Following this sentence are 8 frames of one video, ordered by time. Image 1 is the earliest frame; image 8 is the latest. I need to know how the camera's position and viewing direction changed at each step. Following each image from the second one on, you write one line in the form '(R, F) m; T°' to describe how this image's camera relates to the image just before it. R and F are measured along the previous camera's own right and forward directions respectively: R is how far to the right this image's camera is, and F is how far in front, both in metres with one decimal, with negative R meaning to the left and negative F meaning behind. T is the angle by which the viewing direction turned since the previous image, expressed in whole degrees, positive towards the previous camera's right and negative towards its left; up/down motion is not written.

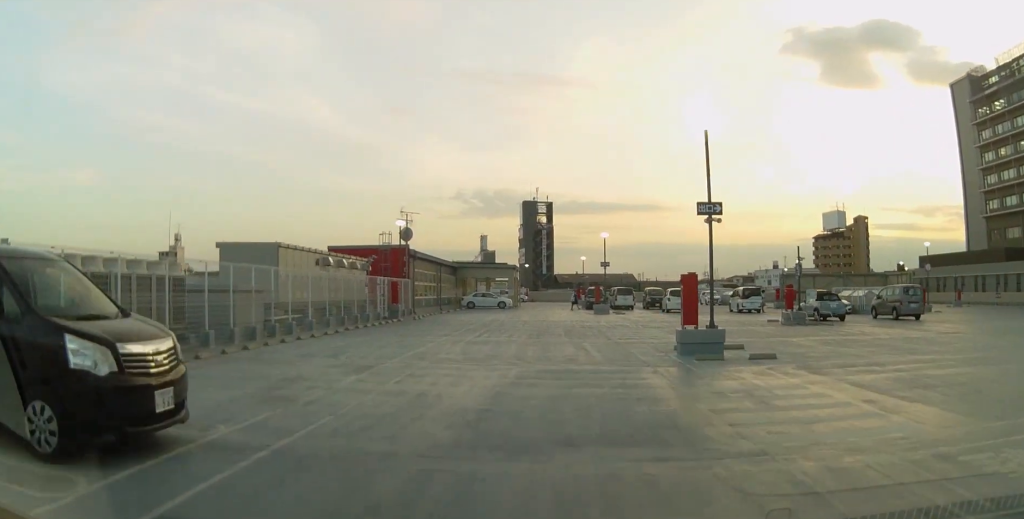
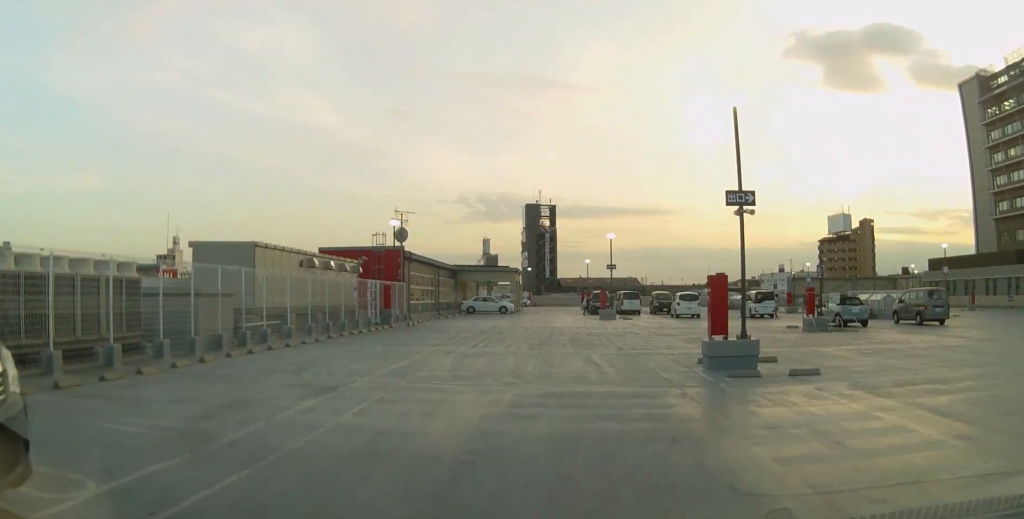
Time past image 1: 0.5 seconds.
(0.0, +2.6) m; -1°
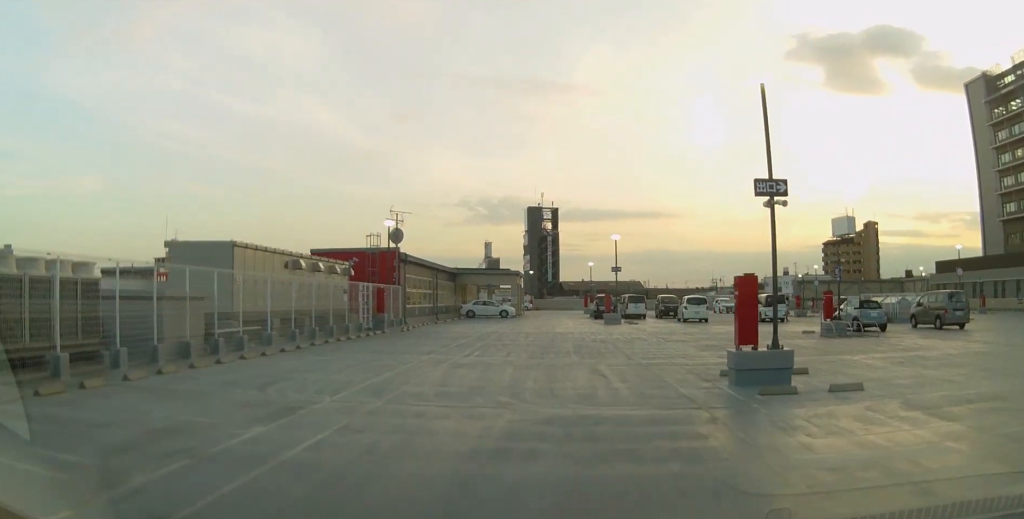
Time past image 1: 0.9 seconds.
(-0.1, +2.1) m; -2°
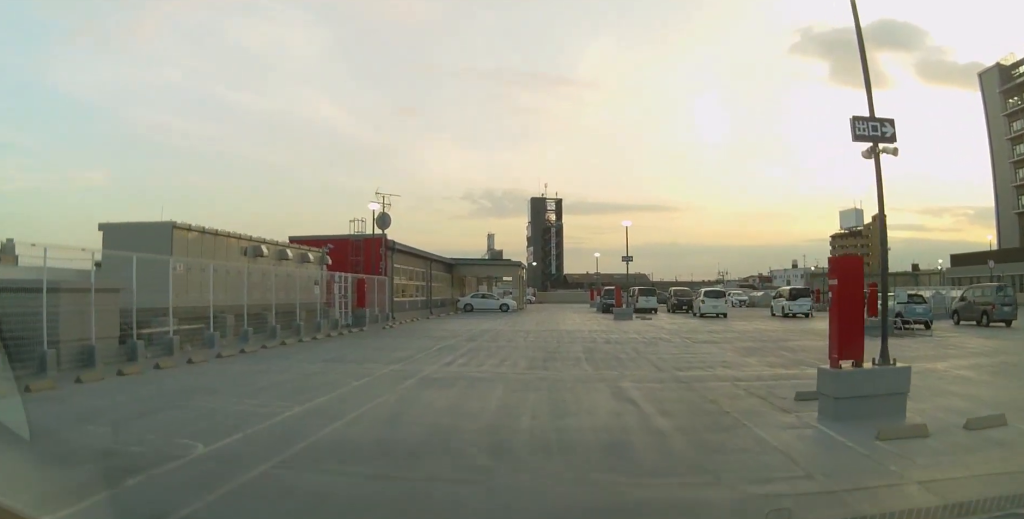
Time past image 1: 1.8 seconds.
(-0.2, +4.7) m; -3°
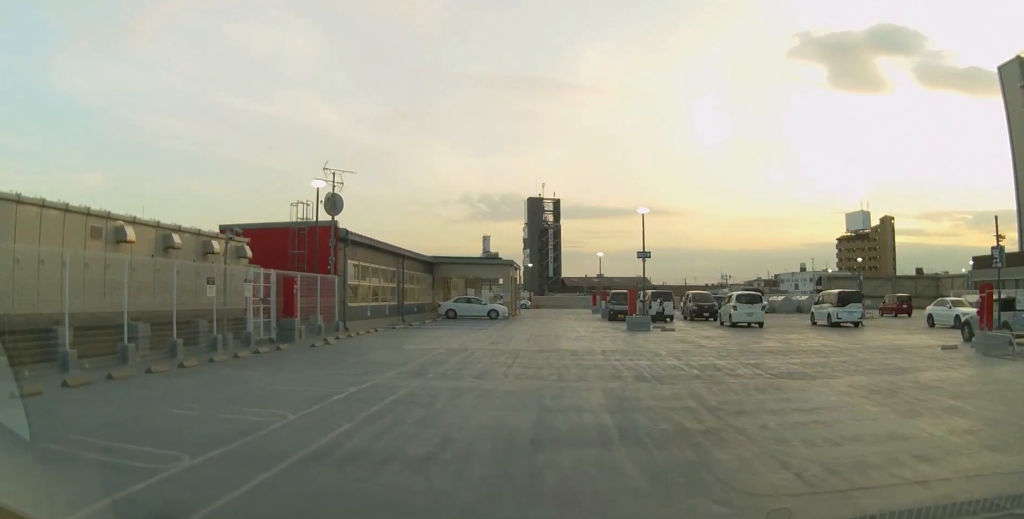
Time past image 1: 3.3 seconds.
(-0.2, +8.8) m; +1°
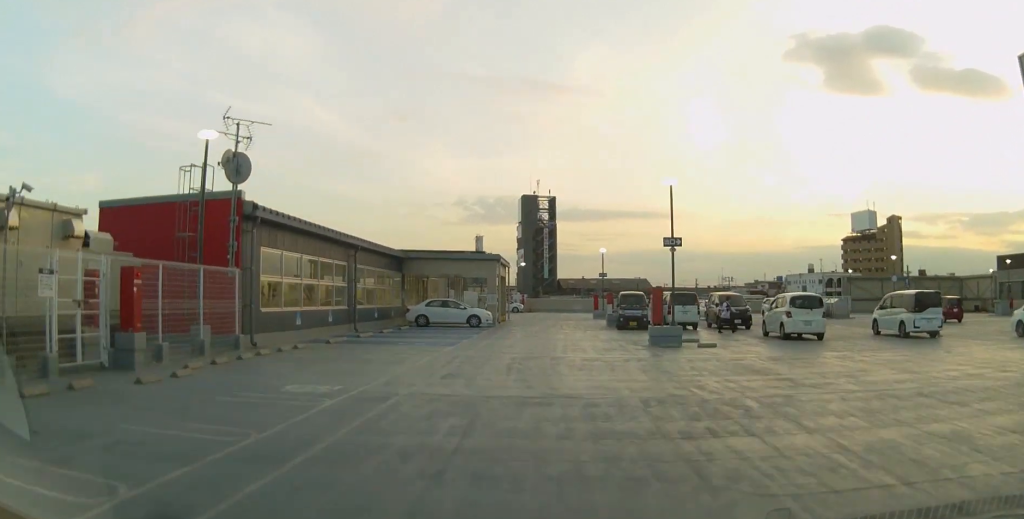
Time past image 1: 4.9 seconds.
(+0.5, +7.3) m; +5°
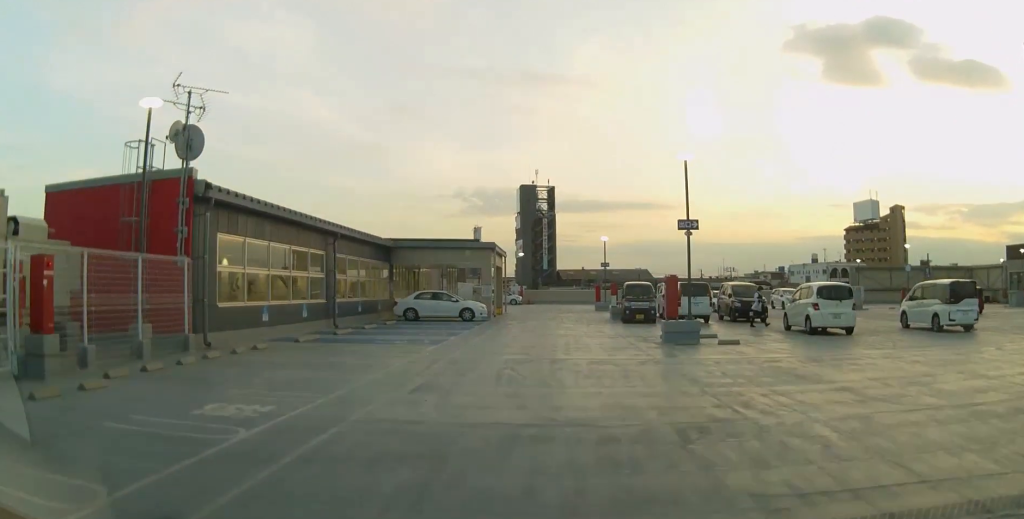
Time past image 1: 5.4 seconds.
(0.0, +2.3) m; 0°
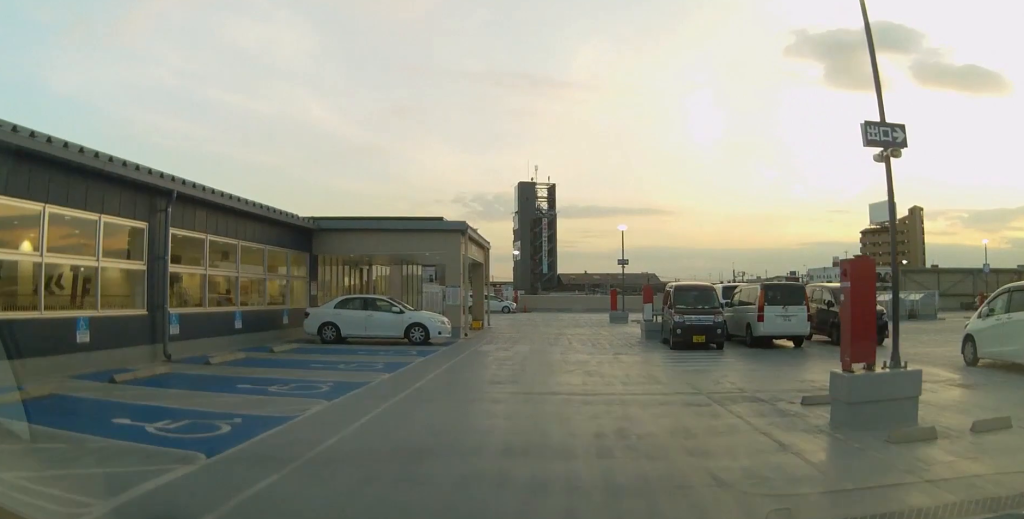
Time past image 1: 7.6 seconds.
(-0.3, +11.4) m; -6°
